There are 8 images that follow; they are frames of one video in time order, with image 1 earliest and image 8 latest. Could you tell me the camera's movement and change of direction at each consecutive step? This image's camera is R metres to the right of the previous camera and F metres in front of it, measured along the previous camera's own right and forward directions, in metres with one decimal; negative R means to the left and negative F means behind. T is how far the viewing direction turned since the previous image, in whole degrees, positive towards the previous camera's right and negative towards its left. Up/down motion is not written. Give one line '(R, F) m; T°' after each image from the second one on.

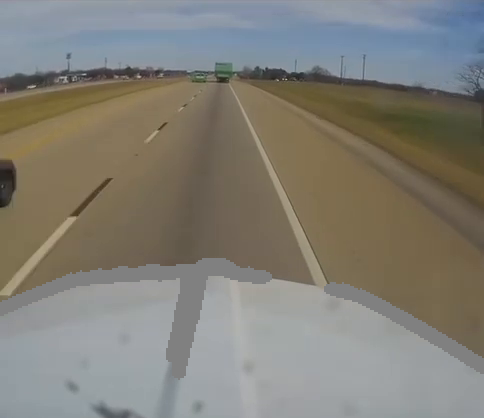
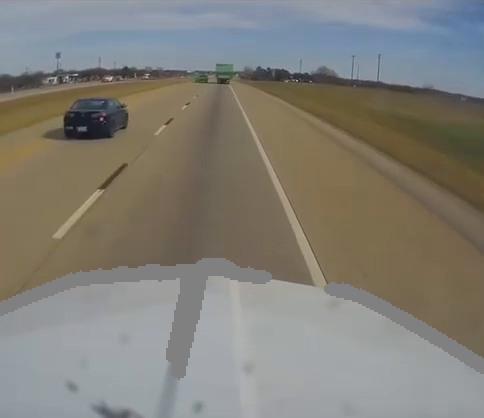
(-0.4, +21.8) m; 0°
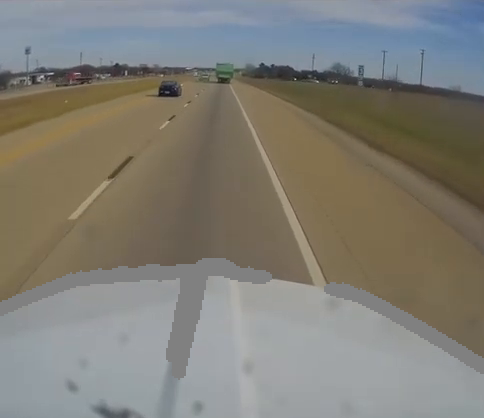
(+2.8, +46.8) m; +3°
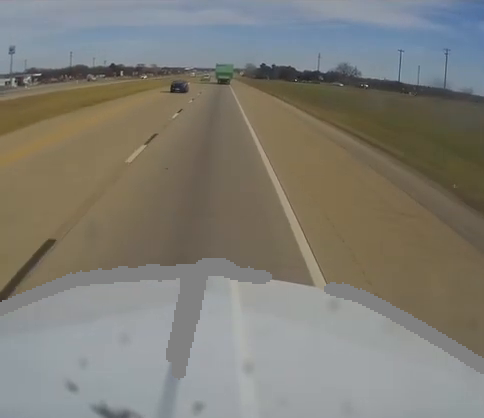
(-0.8, +18.6) m; -3°
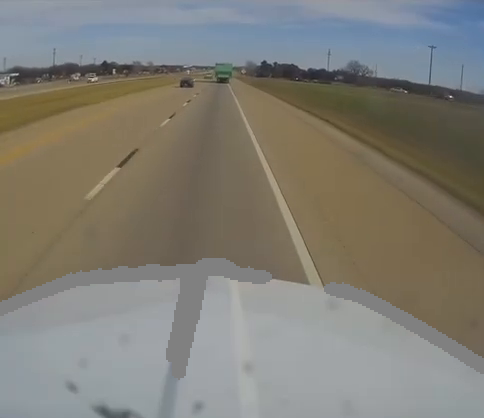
(-0.3, +27.5) m; +1°
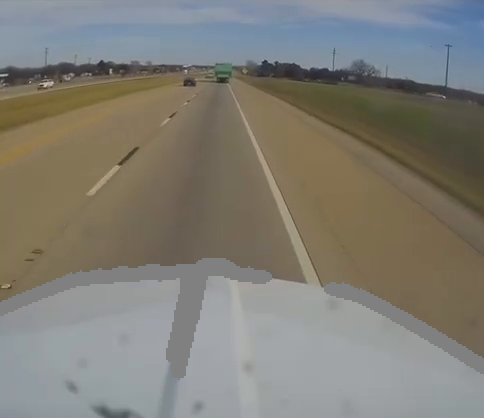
(+0.3, +11.7) m; 0°
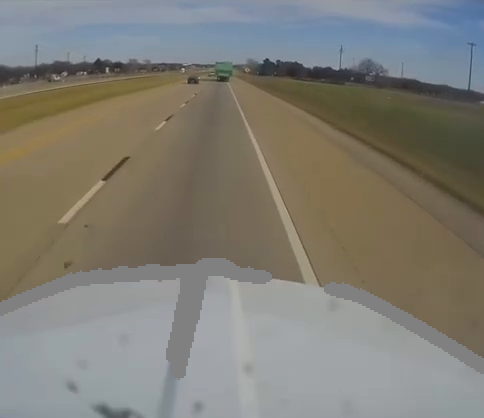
(0.0, +13.8) m; 0°
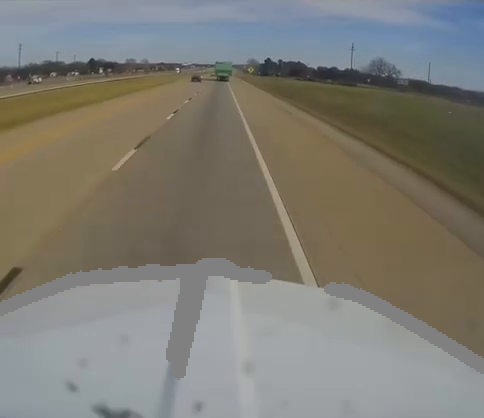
(-0.1, +20.0) m; 0°
